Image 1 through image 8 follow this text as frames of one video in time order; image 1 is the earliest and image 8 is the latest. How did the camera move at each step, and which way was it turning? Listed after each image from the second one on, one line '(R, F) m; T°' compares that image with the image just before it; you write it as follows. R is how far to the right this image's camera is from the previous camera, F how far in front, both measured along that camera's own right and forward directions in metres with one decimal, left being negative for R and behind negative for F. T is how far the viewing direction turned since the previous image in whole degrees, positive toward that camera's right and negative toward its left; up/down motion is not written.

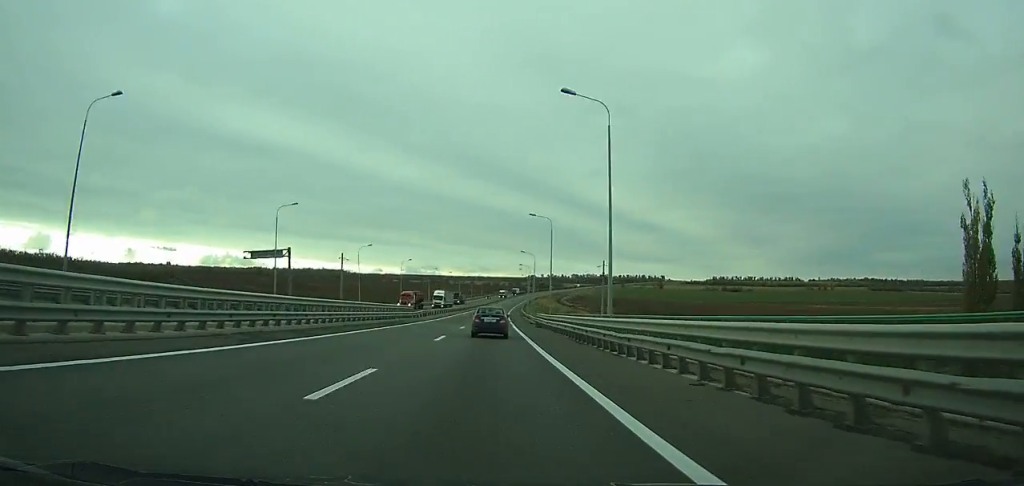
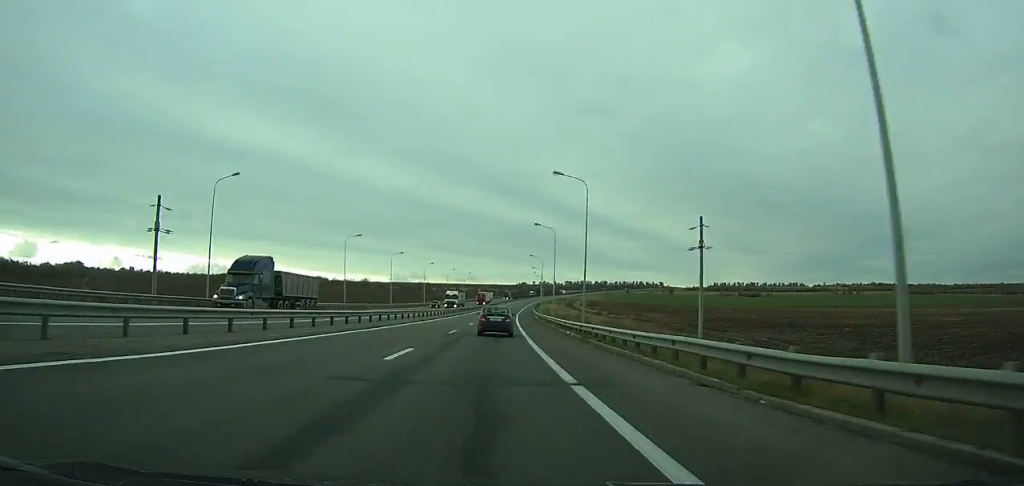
(+1.0, +90.8) m; +2°
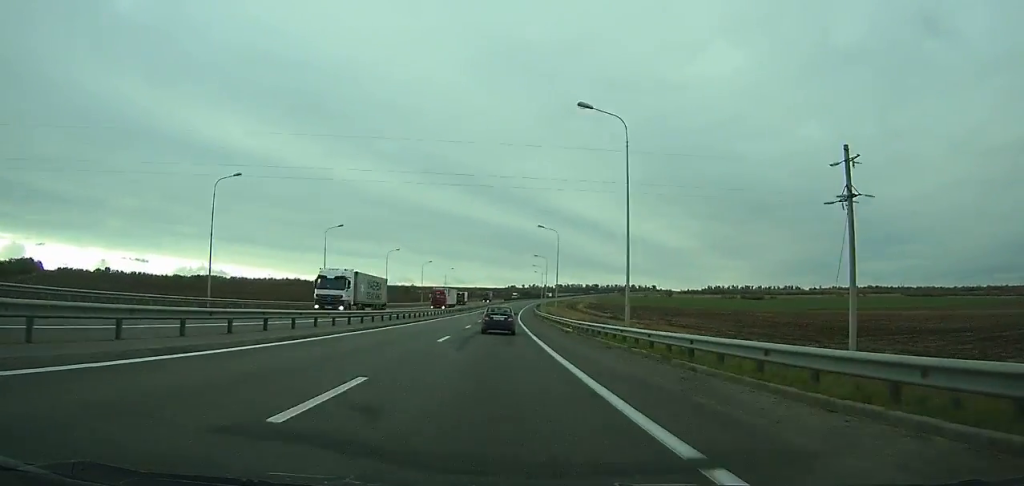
(-0.1, +39.4) m; +1°
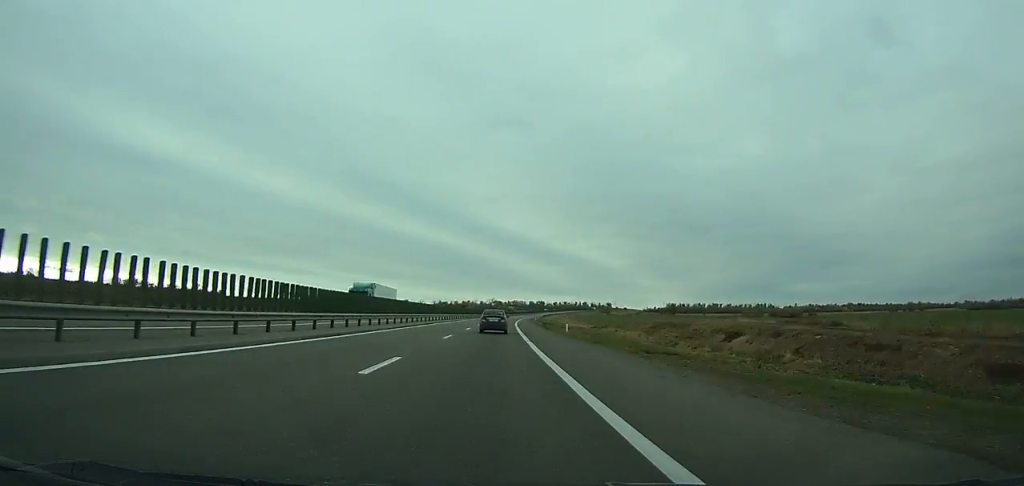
(+12.4, +221.4) m; +6°
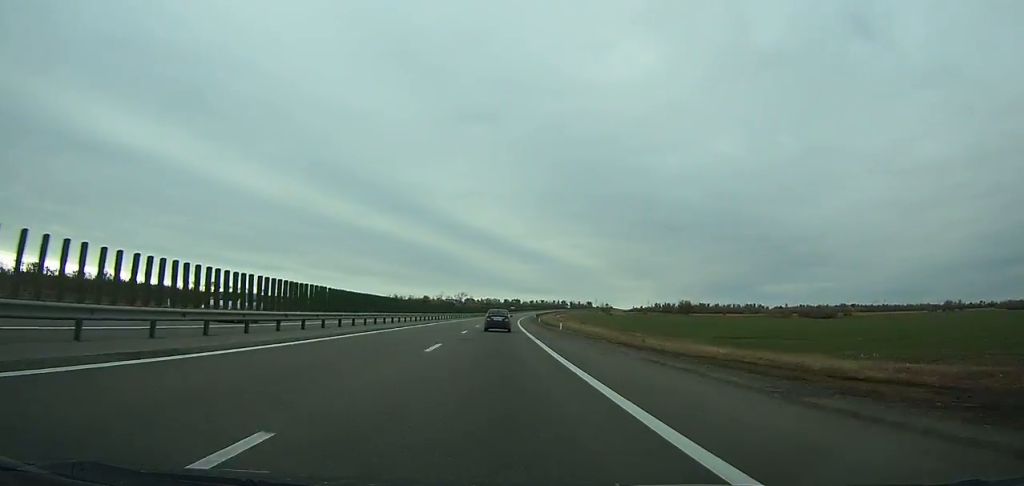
(+2.0, +92.8) m; +3°
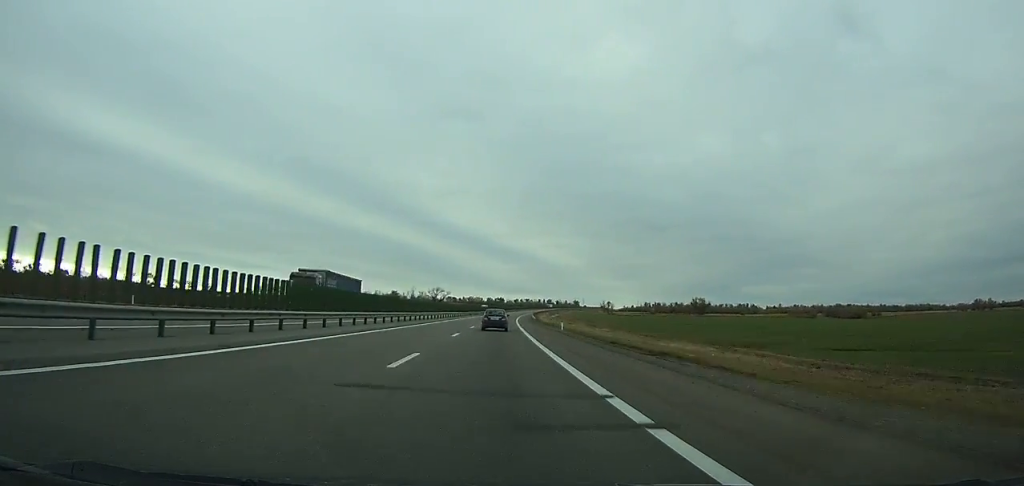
(+0.3, +56.3) m; +2°
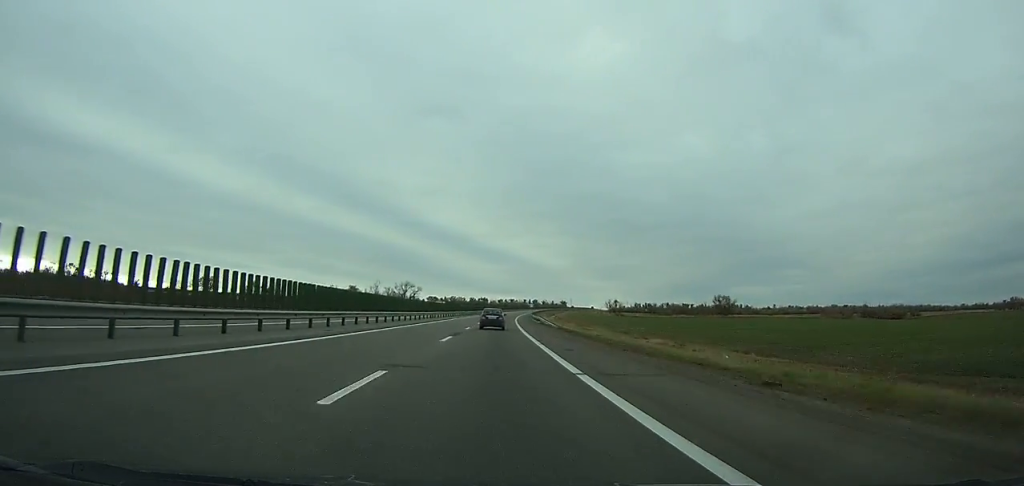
(+1.5, +56.9) m; +2°
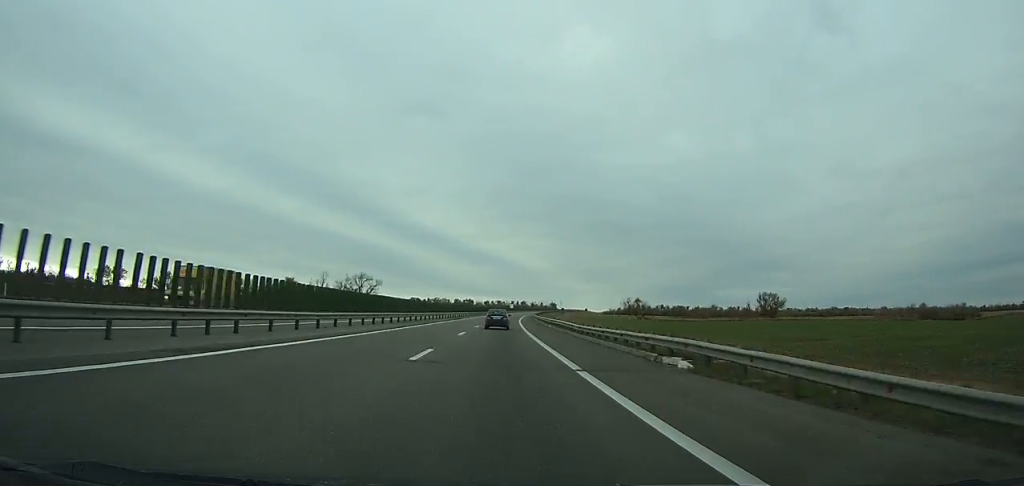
(+0.8, +59.8) m; +2°
